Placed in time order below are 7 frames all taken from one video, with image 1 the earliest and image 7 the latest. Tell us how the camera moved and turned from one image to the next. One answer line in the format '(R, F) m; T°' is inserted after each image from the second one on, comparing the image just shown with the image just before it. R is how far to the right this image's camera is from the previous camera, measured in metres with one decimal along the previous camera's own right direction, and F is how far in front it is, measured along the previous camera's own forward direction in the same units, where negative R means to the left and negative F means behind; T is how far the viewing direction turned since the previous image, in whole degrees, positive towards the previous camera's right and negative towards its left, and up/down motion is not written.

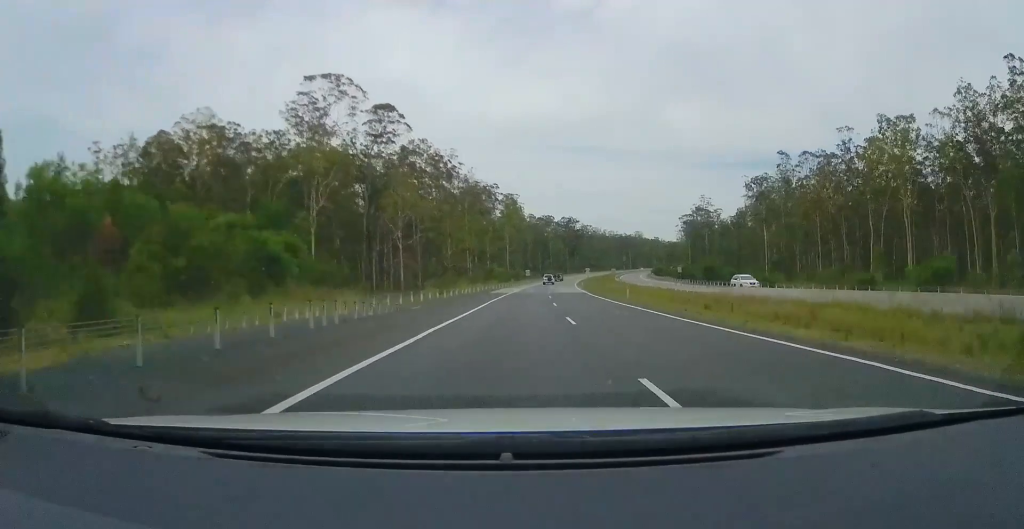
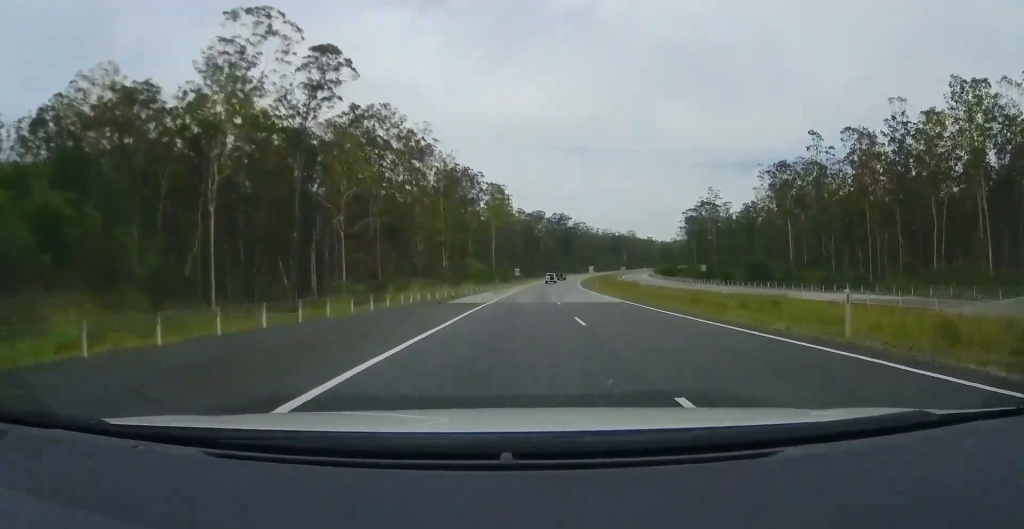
(+0.5, +25.2) m; +1°
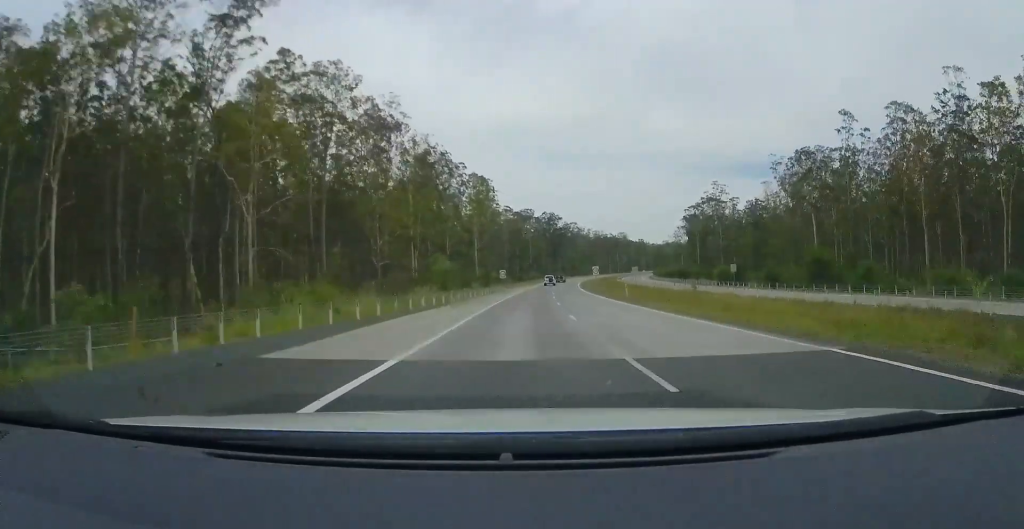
(+0.2, +20.4) m; +1°
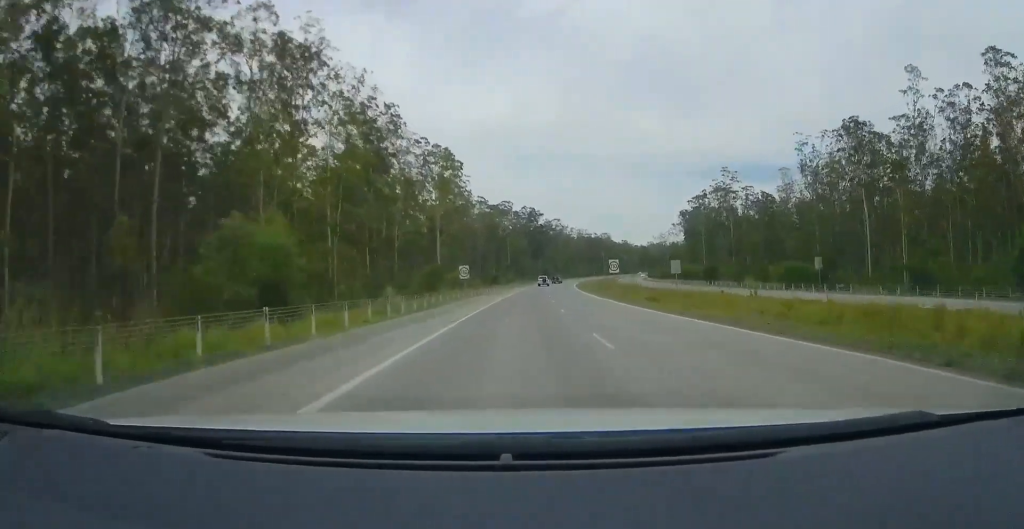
(+0.5, +32.4) m; +2°
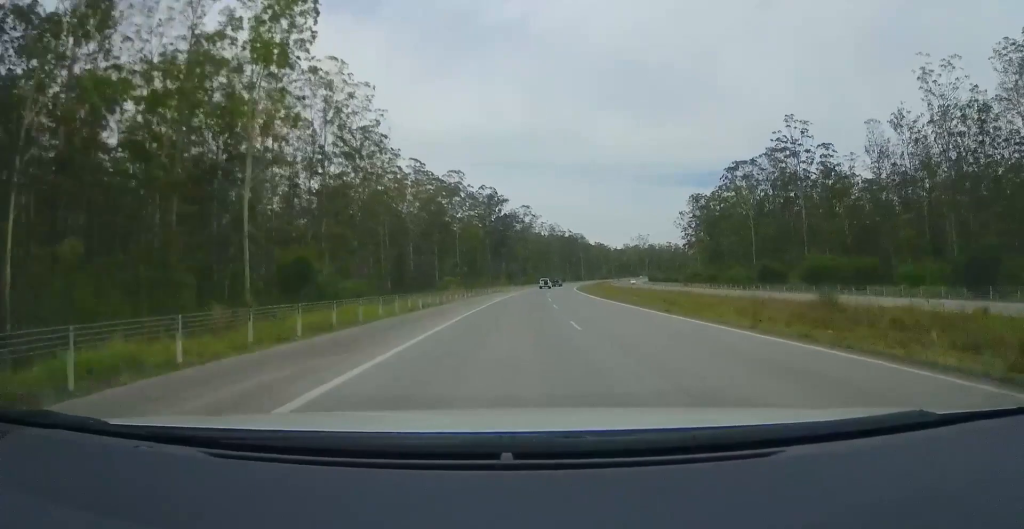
(+2.6, +68.9) m; +4°
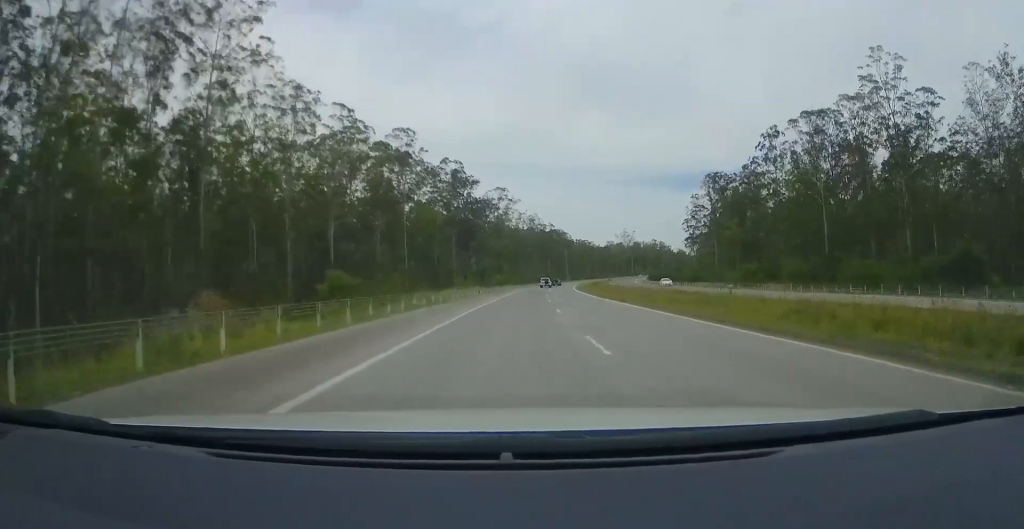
(+0.5, +41.3) m; +3°
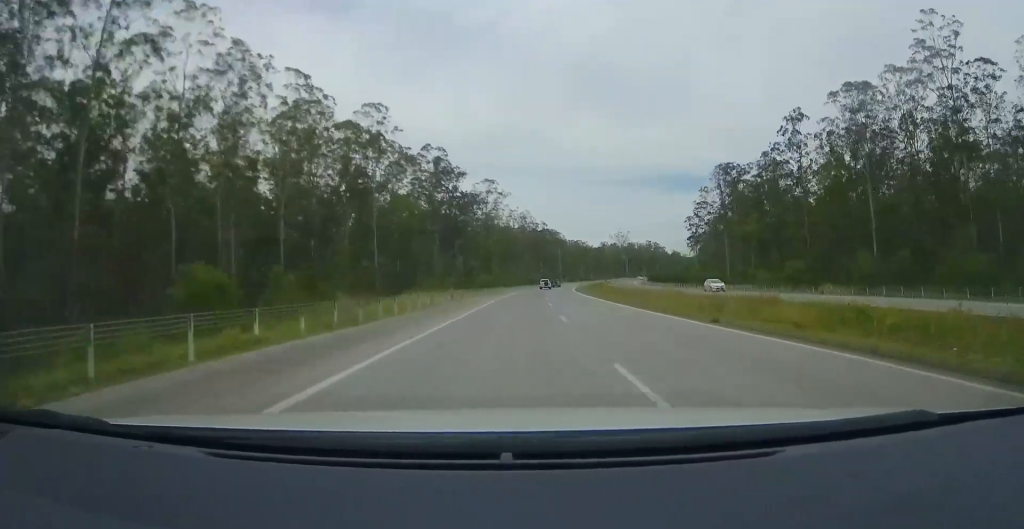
(+0.5, +15.8) m; +1°
